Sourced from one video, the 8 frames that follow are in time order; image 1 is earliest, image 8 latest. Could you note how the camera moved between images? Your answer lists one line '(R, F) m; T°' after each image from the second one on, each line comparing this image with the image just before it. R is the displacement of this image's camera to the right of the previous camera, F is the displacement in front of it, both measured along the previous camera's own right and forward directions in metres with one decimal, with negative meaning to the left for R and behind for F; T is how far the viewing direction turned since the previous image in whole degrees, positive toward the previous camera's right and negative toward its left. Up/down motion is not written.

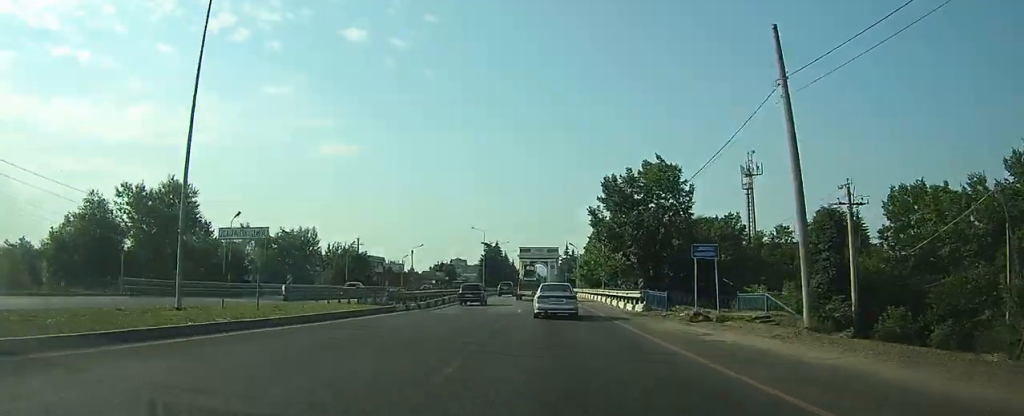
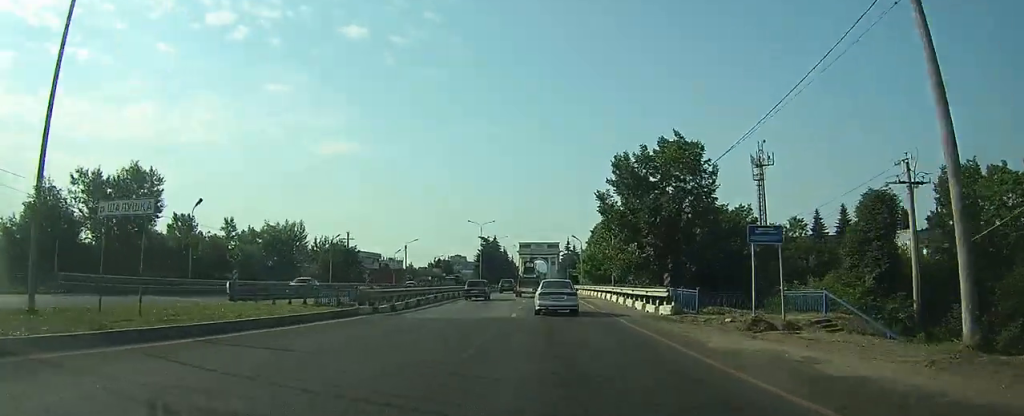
(0.0, +6.3) m; 0°
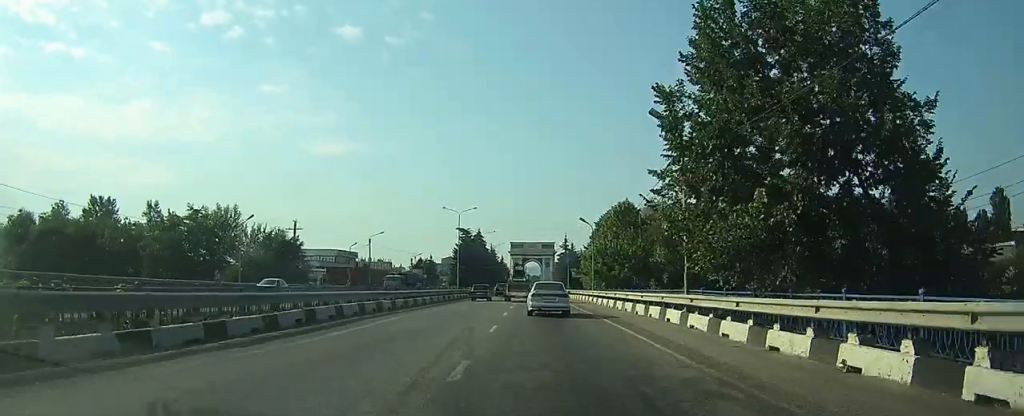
(+0.2, +22.2) m; +1°
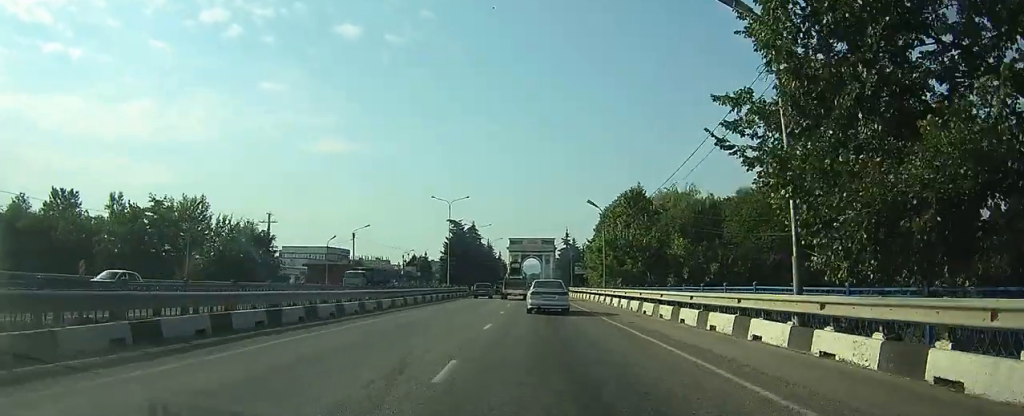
(0.0, +8.5) m; 0°
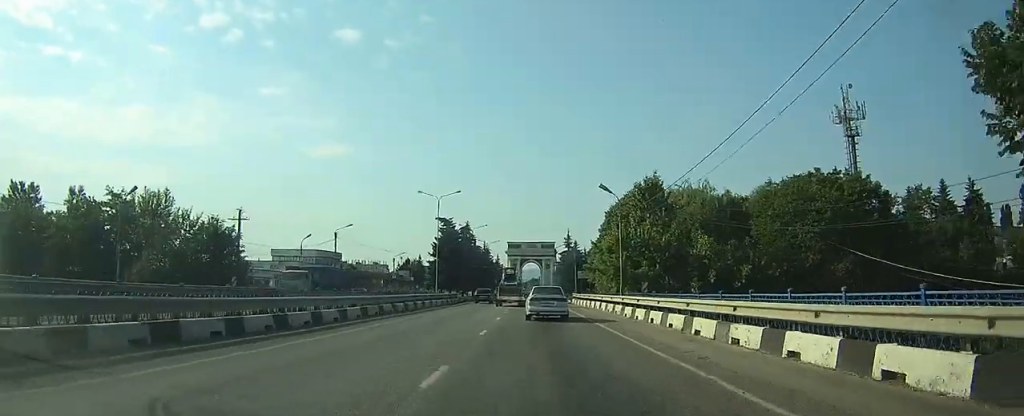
(0.0, +8.1) m; 0°
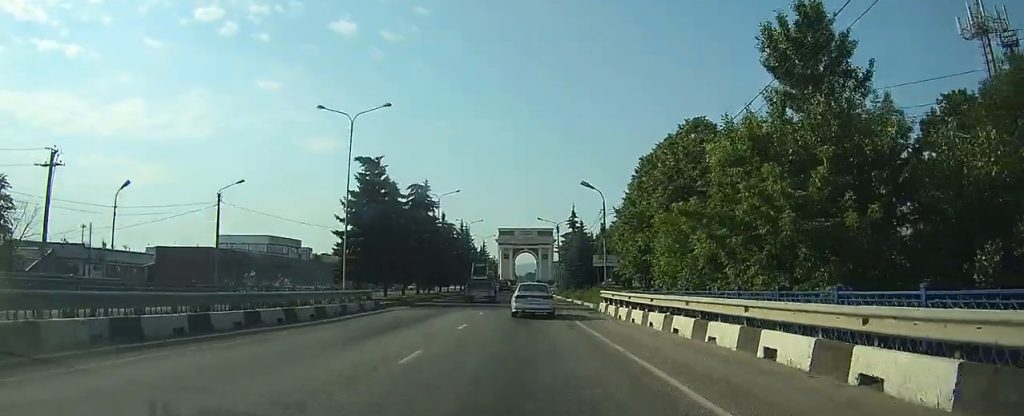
(+0.2, +30.4) m; 0°
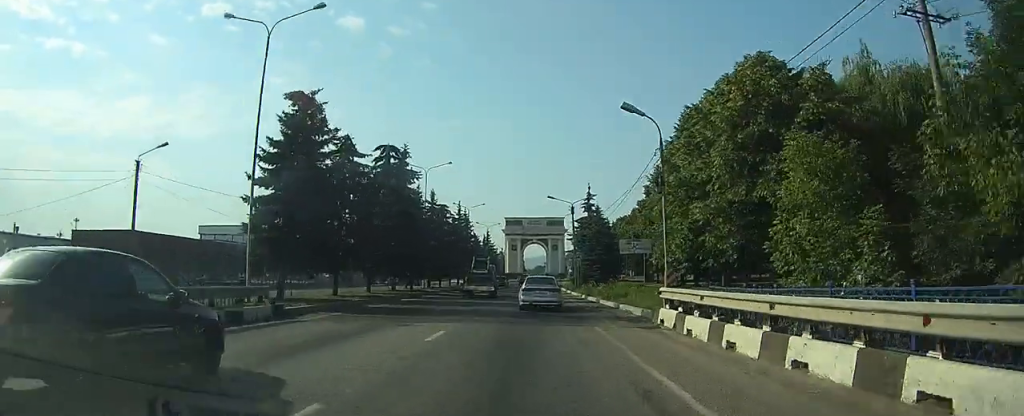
(-0.1, +13.4) m; 0°
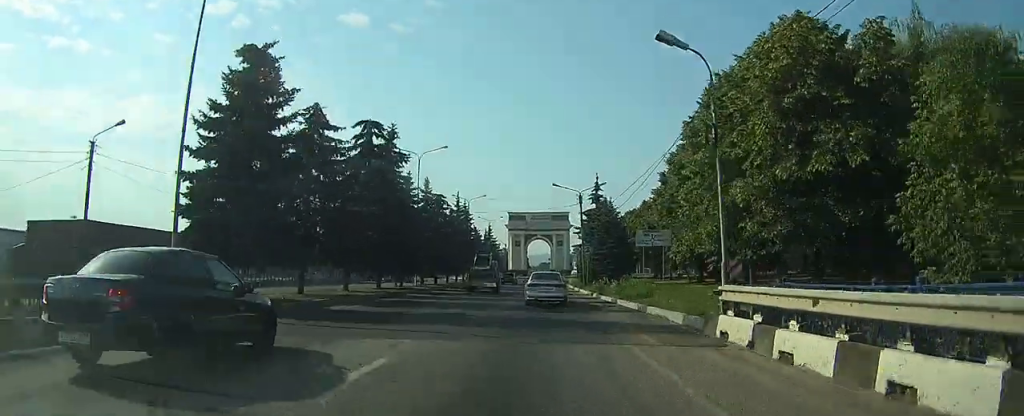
(+0.1, +5.5) m; 0°
